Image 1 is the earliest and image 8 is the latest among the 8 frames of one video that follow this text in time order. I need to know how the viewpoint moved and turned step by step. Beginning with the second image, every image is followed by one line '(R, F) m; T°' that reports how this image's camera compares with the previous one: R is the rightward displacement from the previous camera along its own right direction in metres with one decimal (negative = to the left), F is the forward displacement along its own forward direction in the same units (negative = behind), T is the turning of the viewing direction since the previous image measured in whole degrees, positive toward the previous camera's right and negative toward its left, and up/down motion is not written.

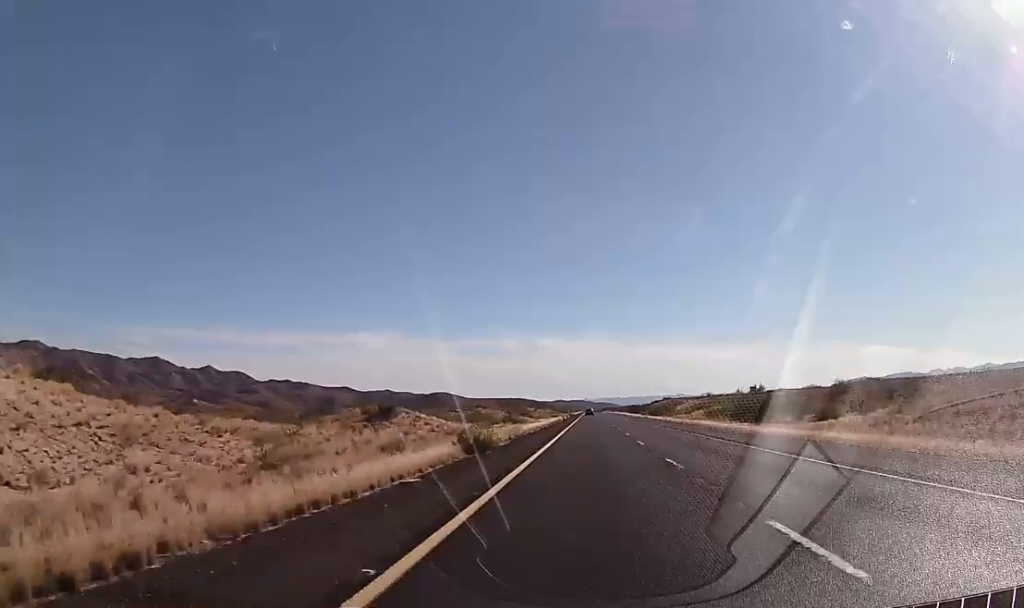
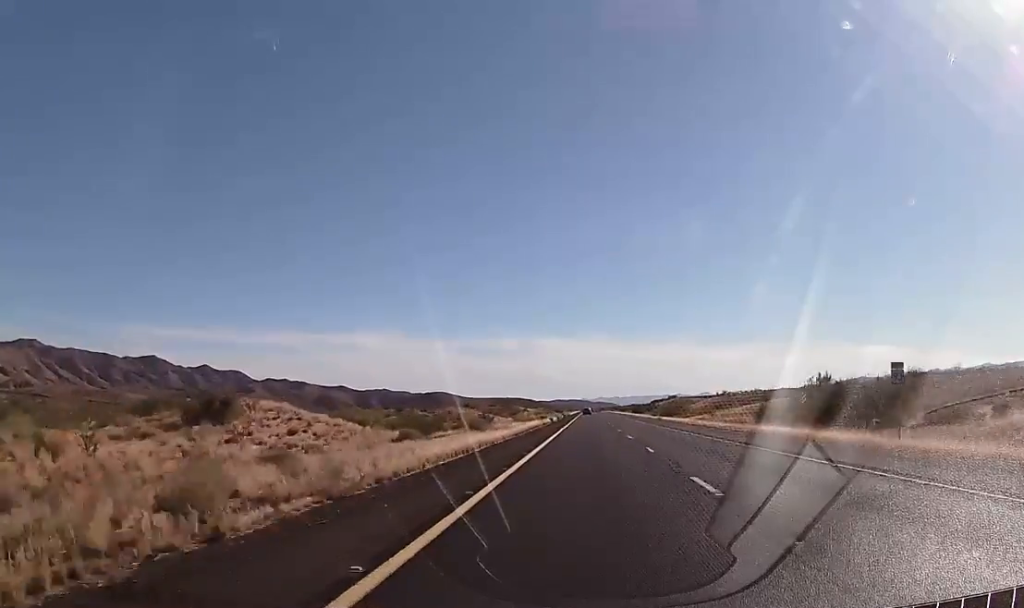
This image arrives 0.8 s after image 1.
(-0.1, +30.3) m; 0°
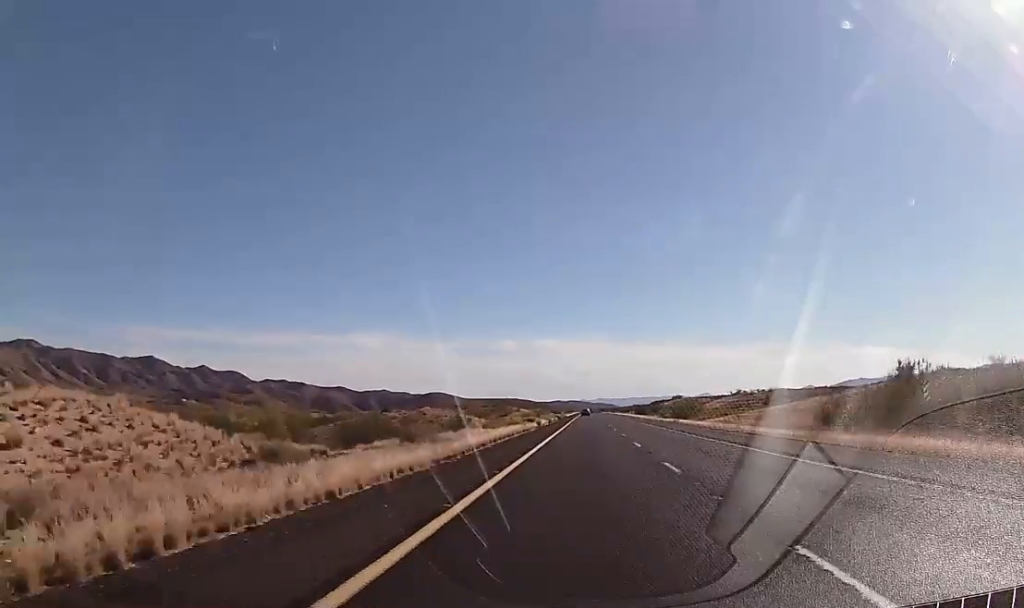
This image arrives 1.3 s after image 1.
(-0.1, +20.2) m; 0°
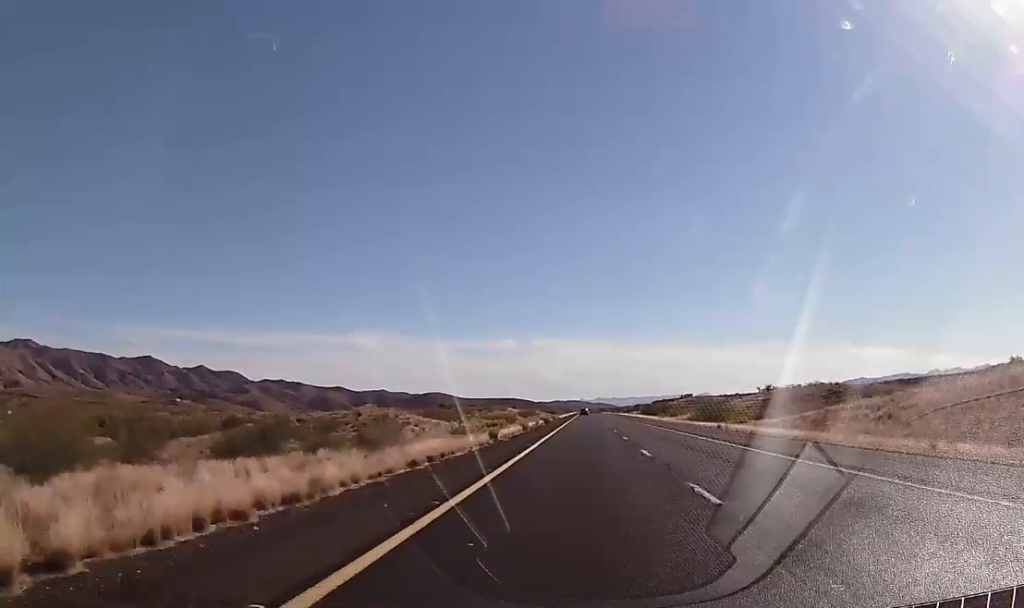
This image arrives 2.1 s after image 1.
(+0.4, +30.2) m; 0°
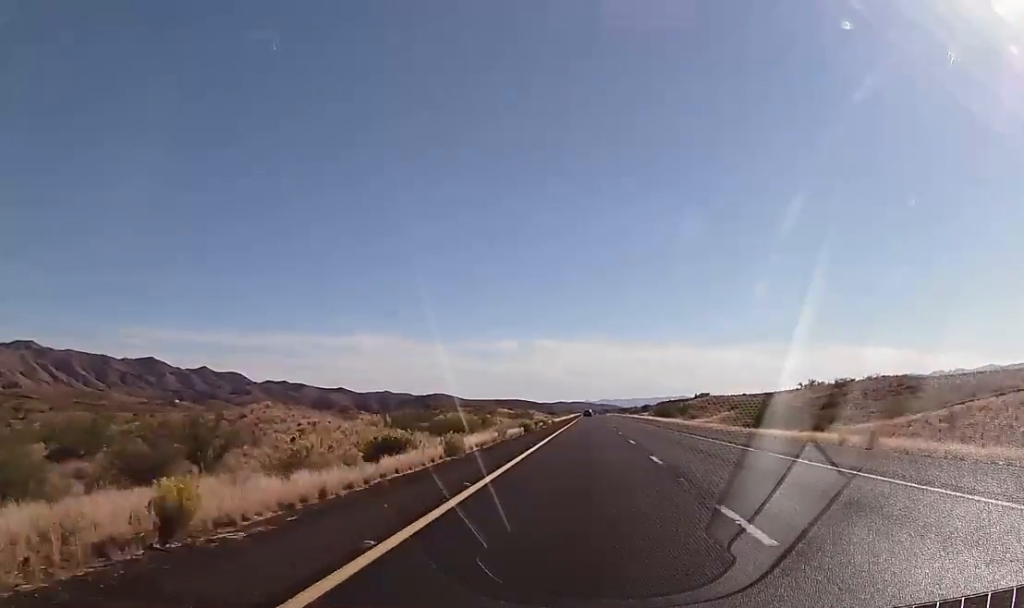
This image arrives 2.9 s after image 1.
(-0.1, +27.7) m; 0°
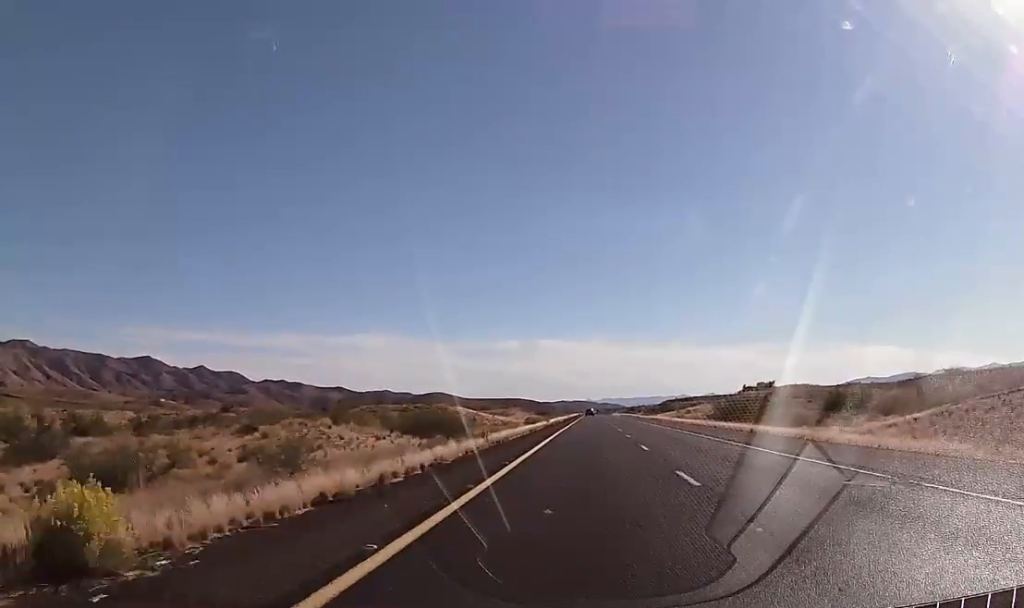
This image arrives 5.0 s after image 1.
(0.0, +79.3) m; 0°
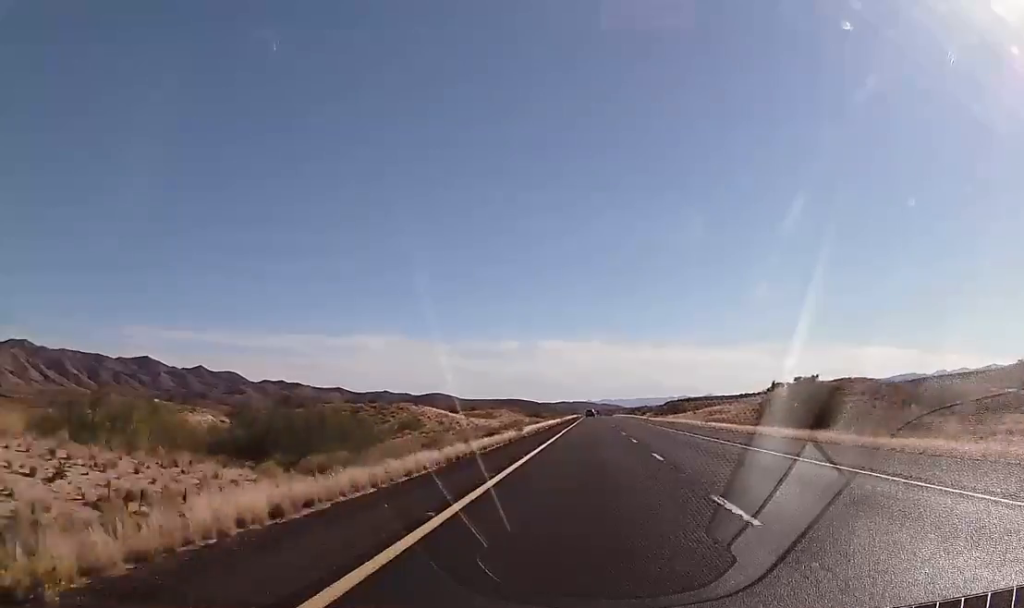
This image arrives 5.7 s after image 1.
(-0.1, +28.9) m; 0°
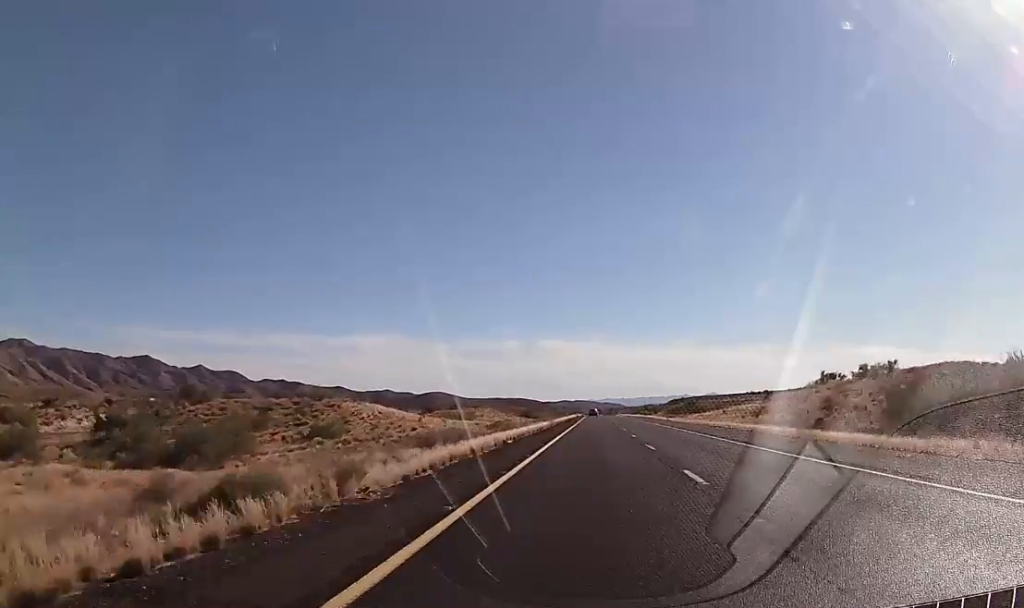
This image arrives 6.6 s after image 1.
(0.0, +31.5) m; 0°
